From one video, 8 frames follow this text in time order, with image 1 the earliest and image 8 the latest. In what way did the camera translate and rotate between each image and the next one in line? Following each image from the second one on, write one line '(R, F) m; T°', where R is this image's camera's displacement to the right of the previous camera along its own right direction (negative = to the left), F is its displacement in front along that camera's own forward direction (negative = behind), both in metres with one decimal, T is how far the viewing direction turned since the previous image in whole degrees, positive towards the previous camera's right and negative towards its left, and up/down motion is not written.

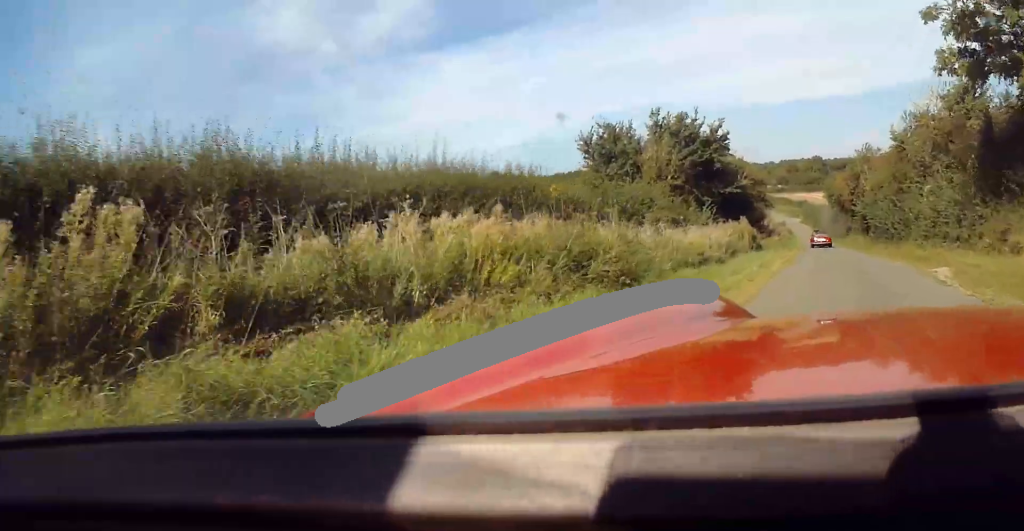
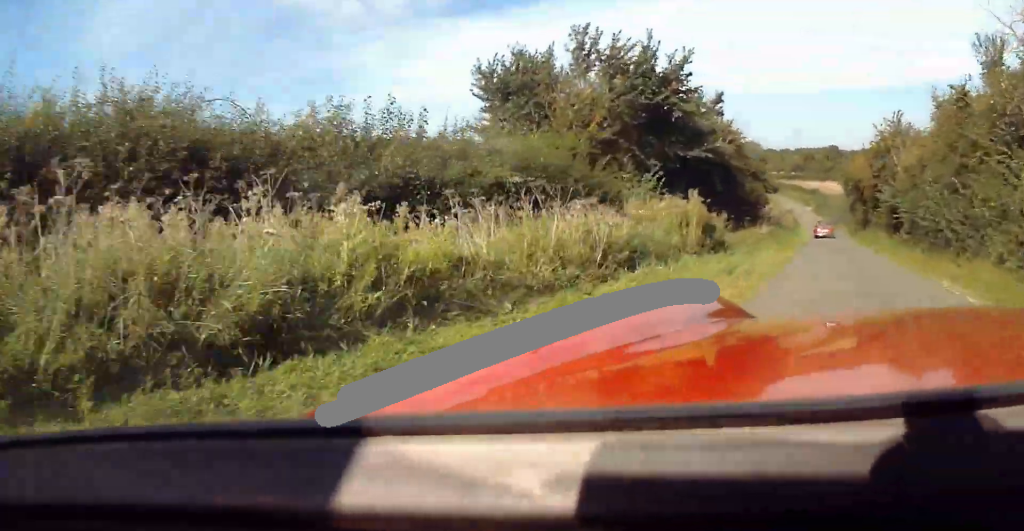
(0.0, +12.0) m; 0°
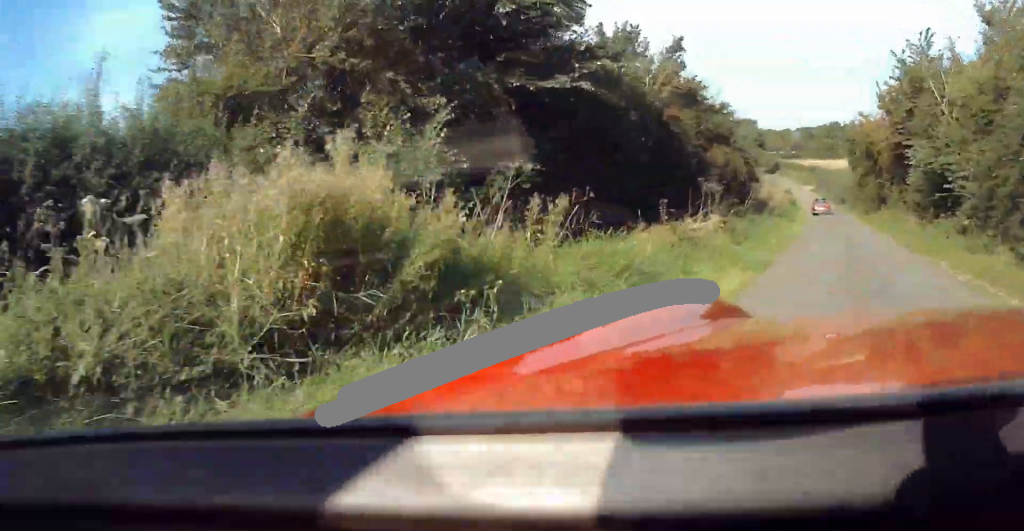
(-0.1, +11.2) m; -2°
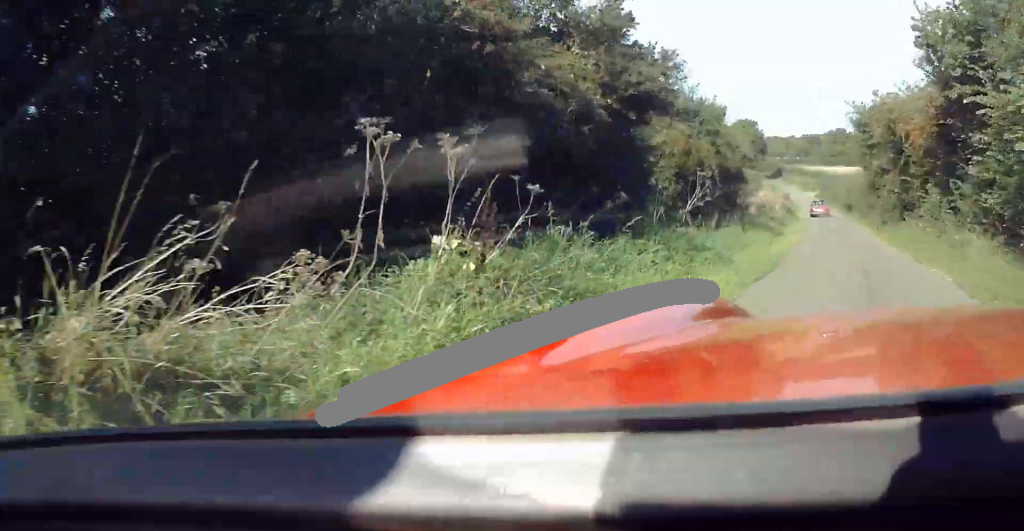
(-0.1, +10.1) m; -3°
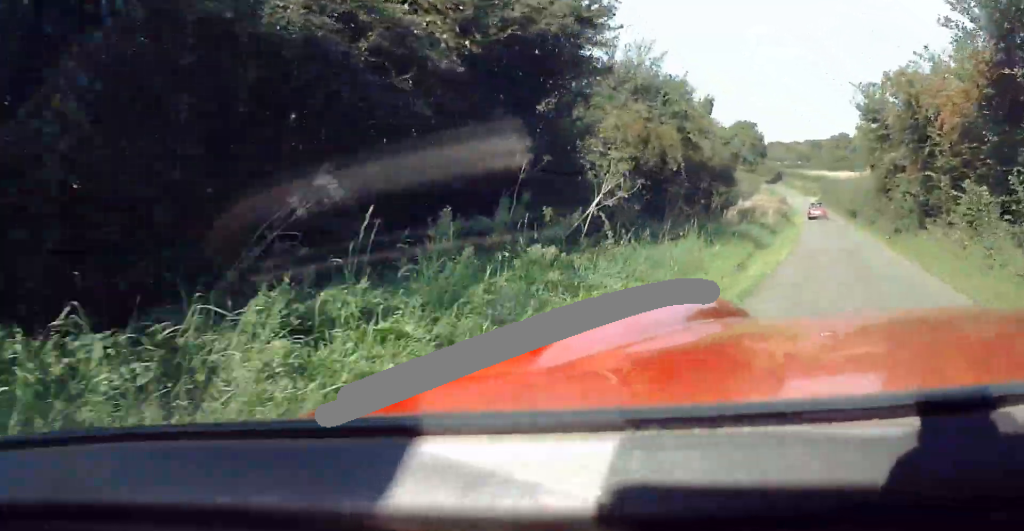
(-0.3, +5.7) m; -1°
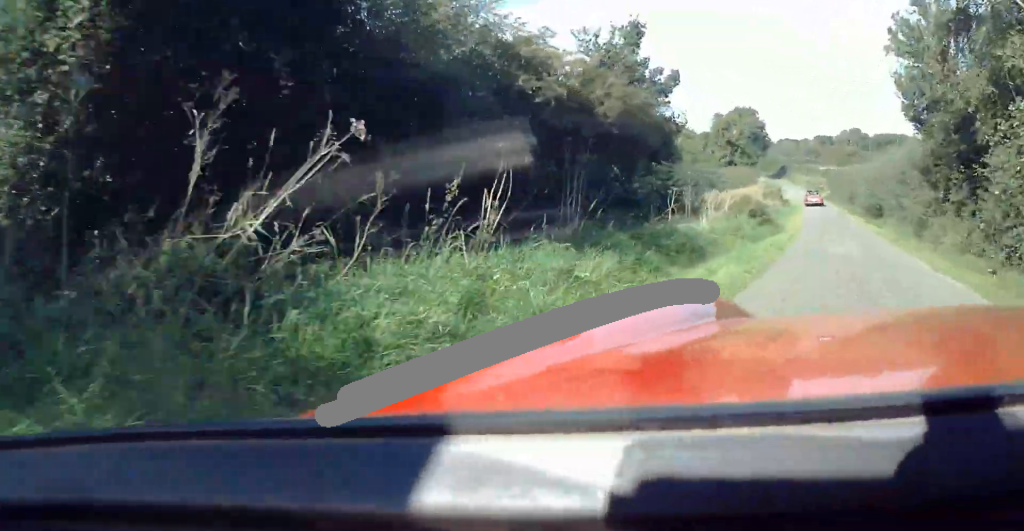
(-0.4, +16.4) m; -1°
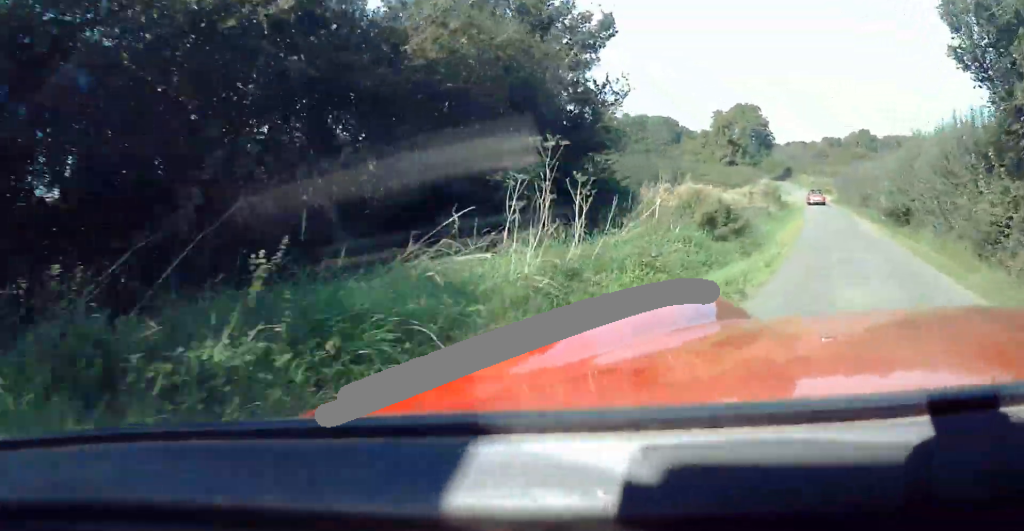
(0.0, +7.9) m; 0°
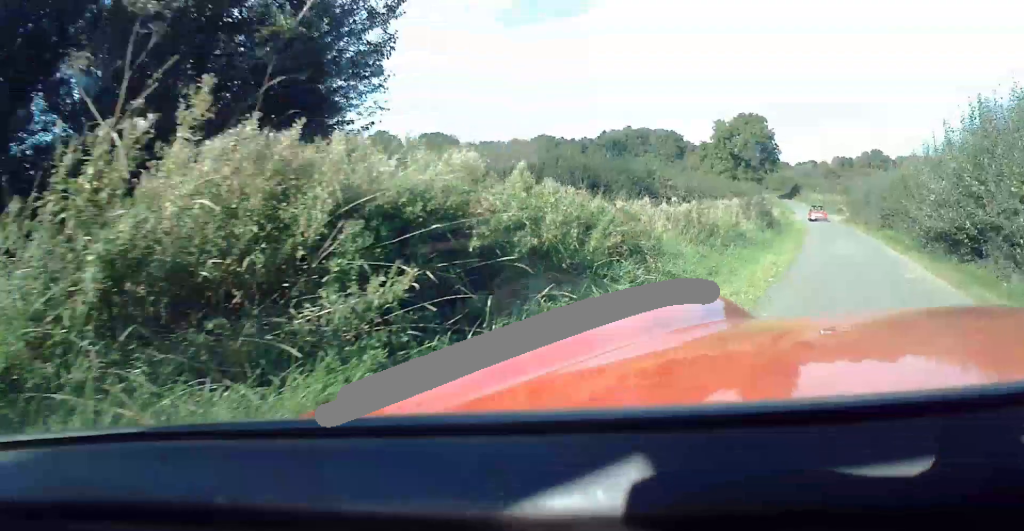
(0.0, +10.0) m; 0°
